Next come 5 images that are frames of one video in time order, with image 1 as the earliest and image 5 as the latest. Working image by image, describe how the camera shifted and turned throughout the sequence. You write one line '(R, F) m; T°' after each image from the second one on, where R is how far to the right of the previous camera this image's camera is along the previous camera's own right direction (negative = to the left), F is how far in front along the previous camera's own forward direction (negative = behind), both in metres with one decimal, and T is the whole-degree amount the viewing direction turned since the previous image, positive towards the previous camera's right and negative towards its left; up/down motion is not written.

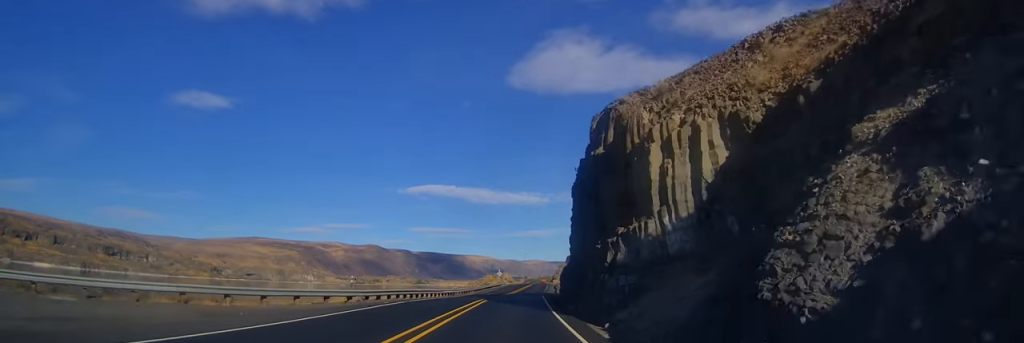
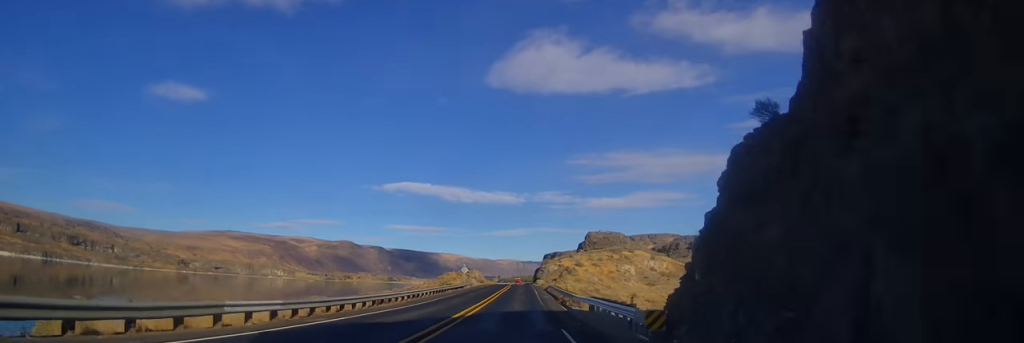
(+0.3, +38.0) m; +1°
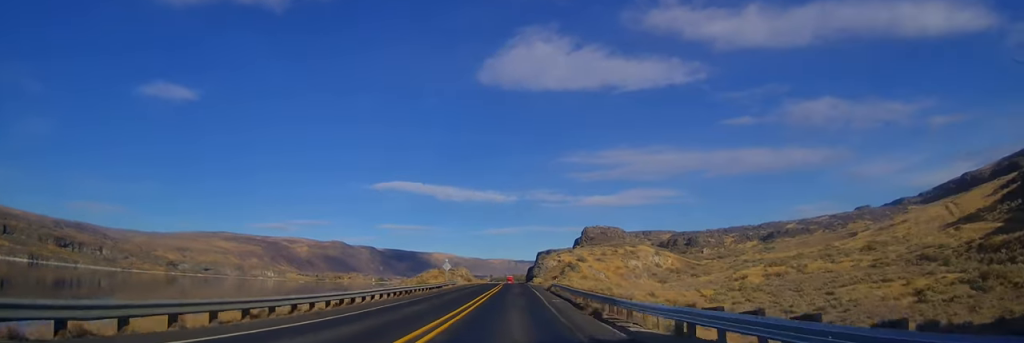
(+0.1, +17.0) m; +1°
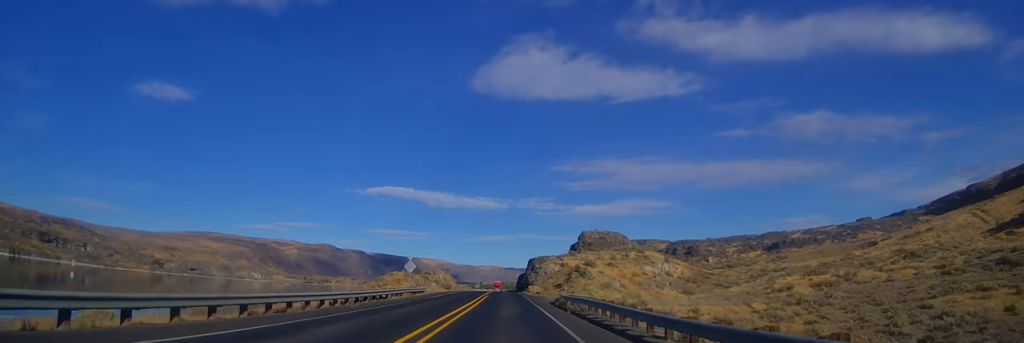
(0.0, +22.3) m; +2°
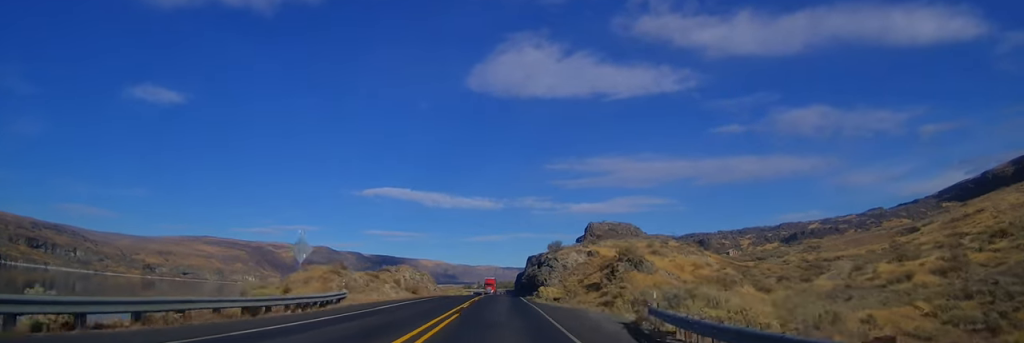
(+1.0, +29.3) m; +1°
